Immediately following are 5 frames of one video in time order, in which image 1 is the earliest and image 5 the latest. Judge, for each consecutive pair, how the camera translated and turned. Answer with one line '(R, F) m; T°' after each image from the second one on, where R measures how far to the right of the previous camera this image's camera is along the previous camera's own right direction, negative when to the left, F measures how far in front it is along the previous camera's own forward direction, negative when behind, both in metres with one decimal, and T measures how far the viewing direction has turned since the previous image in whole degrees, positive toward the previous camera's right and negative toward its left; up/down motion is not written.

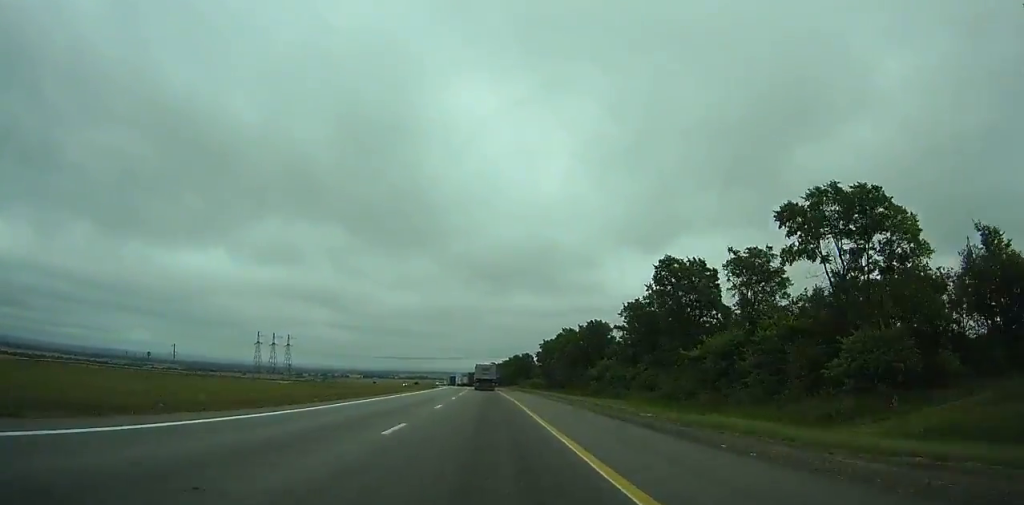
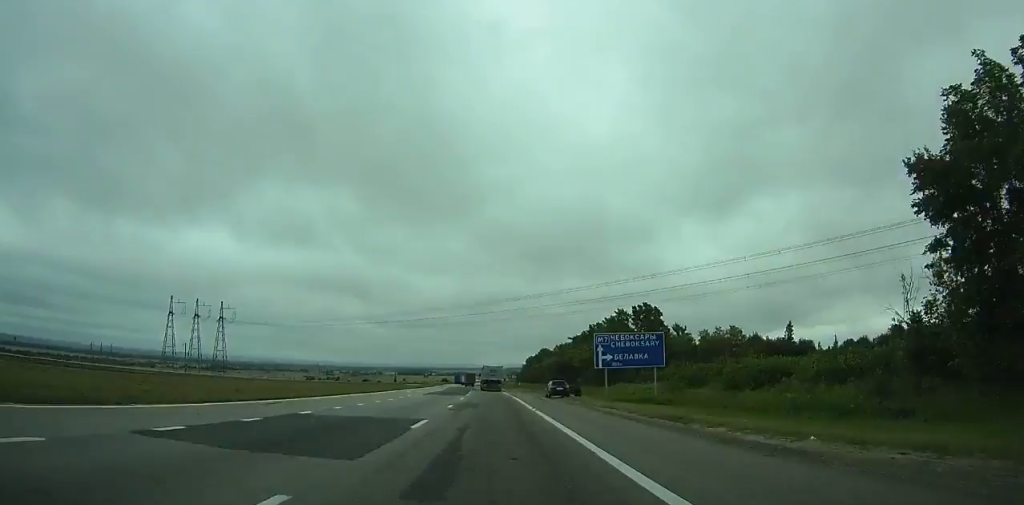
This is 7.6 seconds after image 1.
(-6.0, +165.4) m; -4°
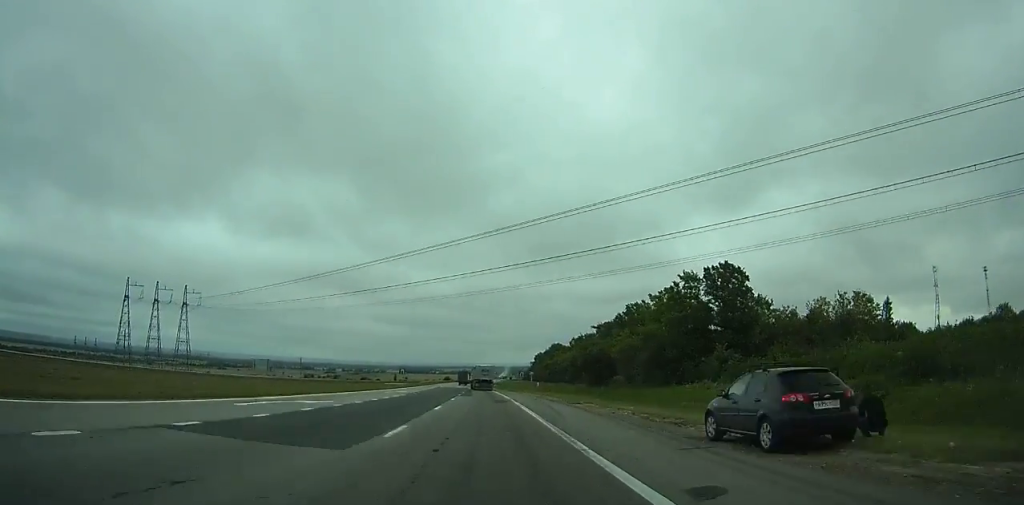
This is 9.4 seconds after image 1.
(-0.4, +39.0) m; -1°
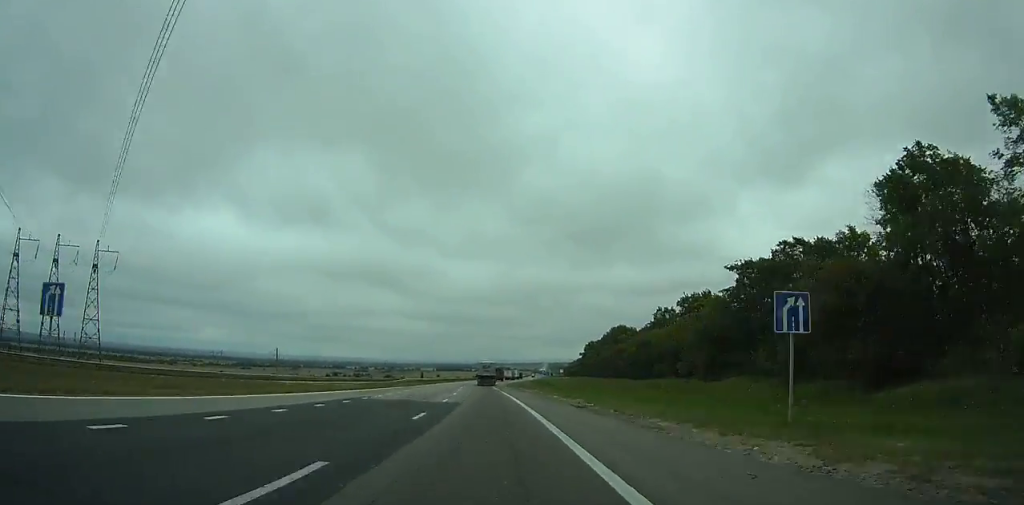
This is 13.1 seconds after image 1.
(-1.9, +80.5) m; -3°
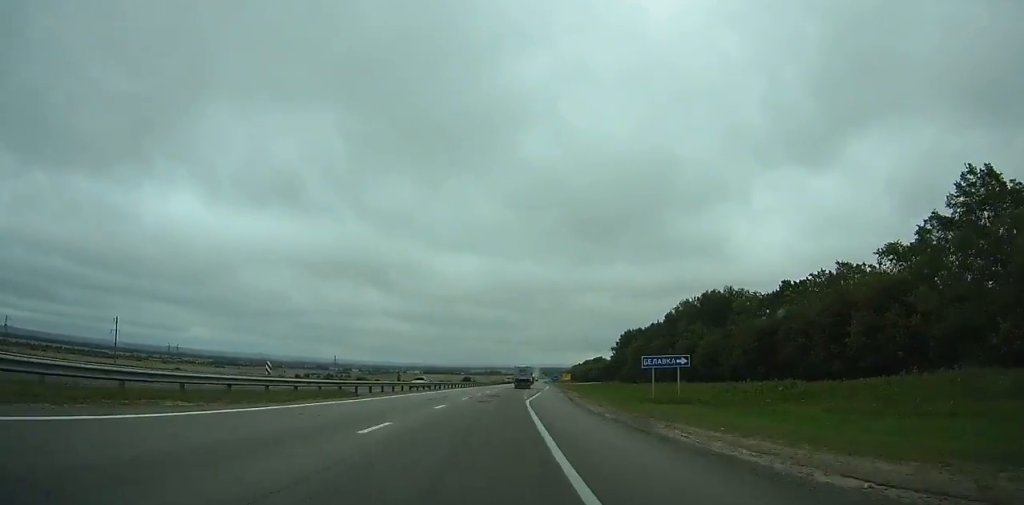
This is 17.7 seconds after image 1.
(-1.1, +101.7) m; +1°
